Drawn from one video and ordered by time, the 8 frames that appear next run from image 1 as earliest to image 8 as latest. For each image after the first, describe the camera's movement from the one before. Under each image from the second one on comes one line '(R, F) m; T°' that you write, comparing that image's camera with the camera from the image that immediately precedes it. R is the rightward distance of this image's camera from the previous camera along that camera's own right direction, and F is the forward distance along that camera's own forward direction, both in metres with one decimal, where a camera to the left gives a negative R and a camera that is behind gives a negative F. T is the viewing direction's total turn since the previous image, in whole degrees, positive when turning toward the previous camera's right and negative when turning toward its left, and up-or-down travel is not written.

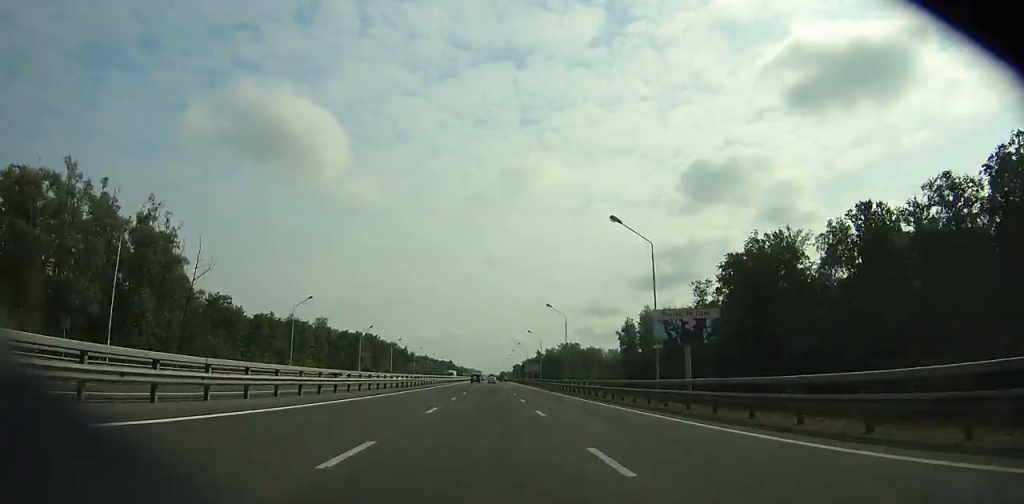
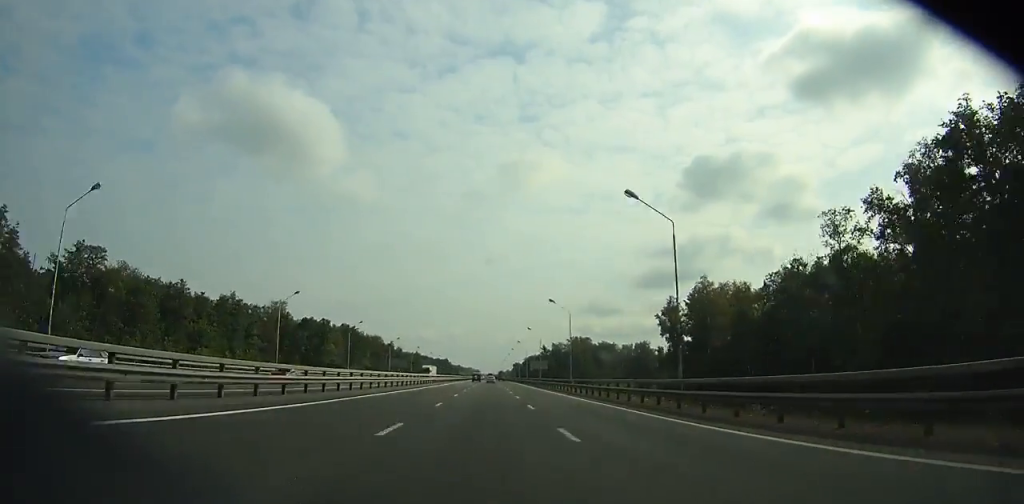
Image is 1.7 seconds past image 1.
(0.0, +42.8) m; 0°
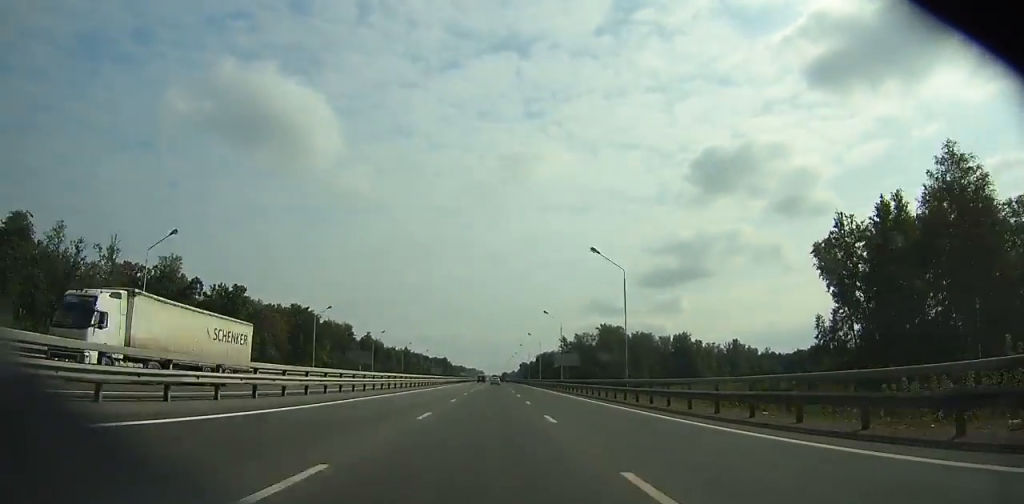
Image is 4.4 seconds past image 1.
(0.0, +67.5) m; 0°
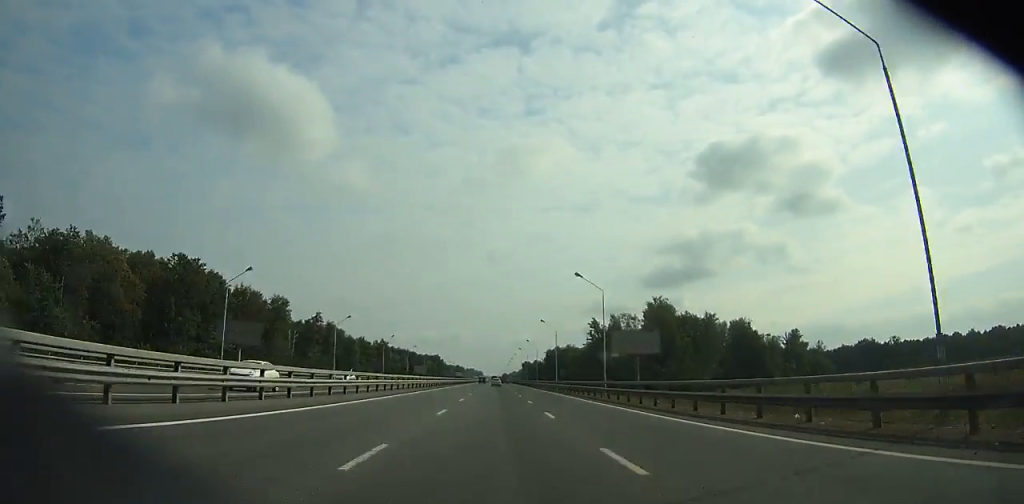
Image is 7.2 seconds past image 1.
(-0.1, +69.2) m; 0°
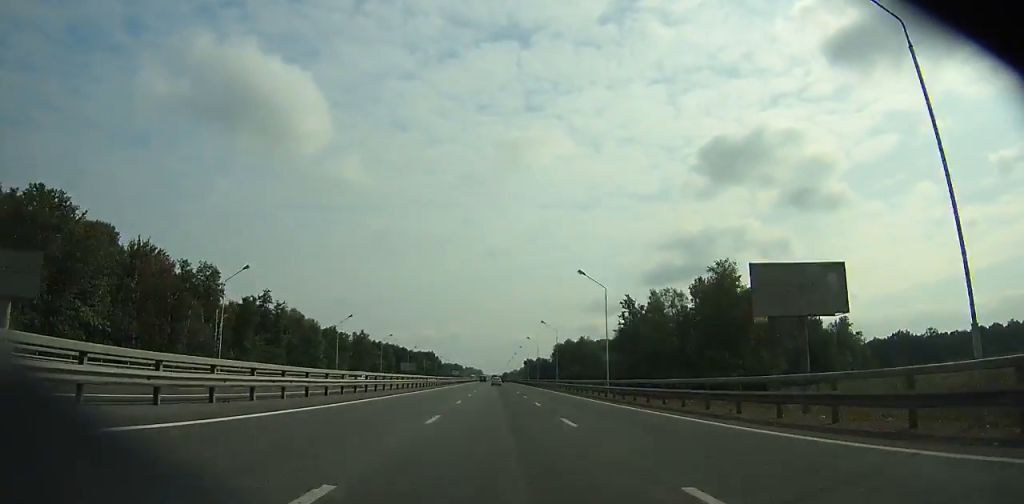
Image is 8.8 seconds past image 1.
(-0.1, +39.3) m; 0°
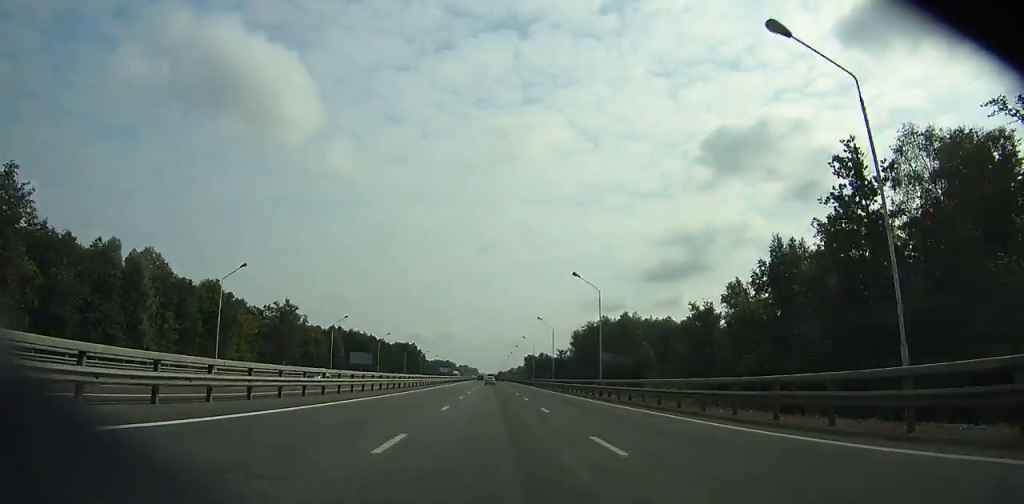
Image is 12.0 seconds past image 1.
(+0.2, +78.1) m; 0°
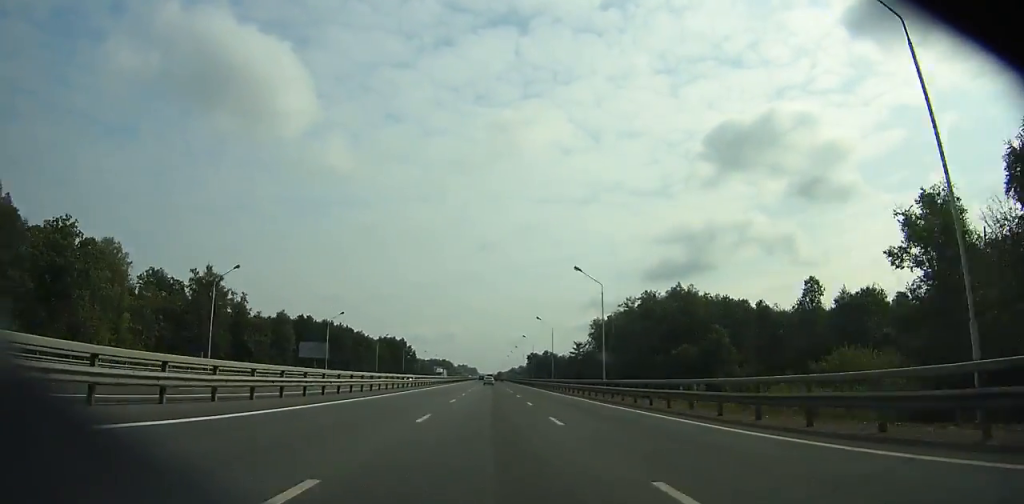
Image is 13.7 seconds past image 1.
(+0.1, +41.1) m; 0°
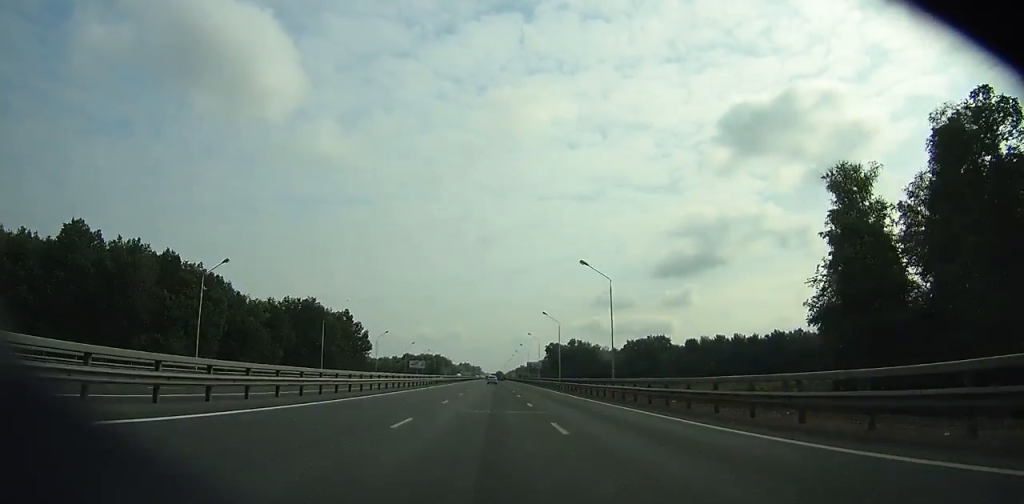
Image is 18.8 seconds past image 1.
(+0.5, +123.1) m; 0°
